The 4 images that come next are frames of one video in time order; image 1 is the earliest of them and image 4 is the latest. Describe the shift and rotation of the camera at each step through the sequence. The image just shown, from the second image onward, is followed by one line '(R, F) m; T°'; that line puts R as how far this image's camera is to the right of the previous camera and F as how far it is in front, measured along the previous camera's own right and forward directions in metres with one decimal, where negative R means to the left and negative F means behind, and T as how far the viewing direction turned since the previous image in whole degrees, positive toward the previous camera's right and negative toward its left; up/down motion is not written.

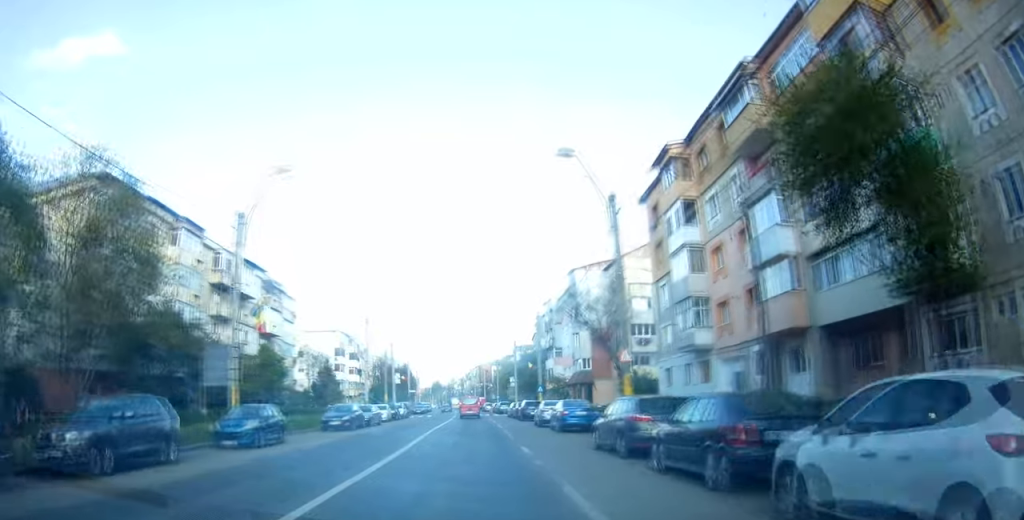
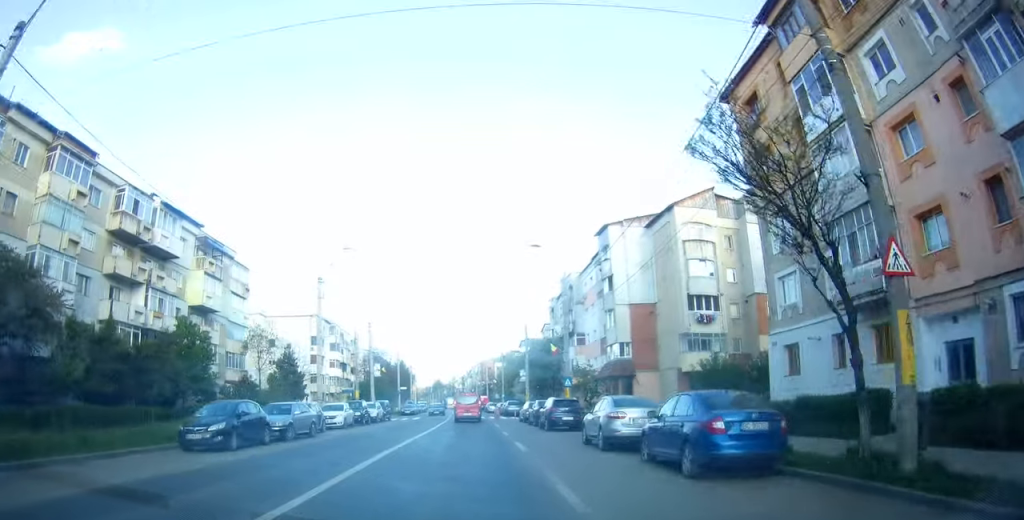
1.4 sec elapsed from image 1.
(+0.6, +16.8) m; +2°
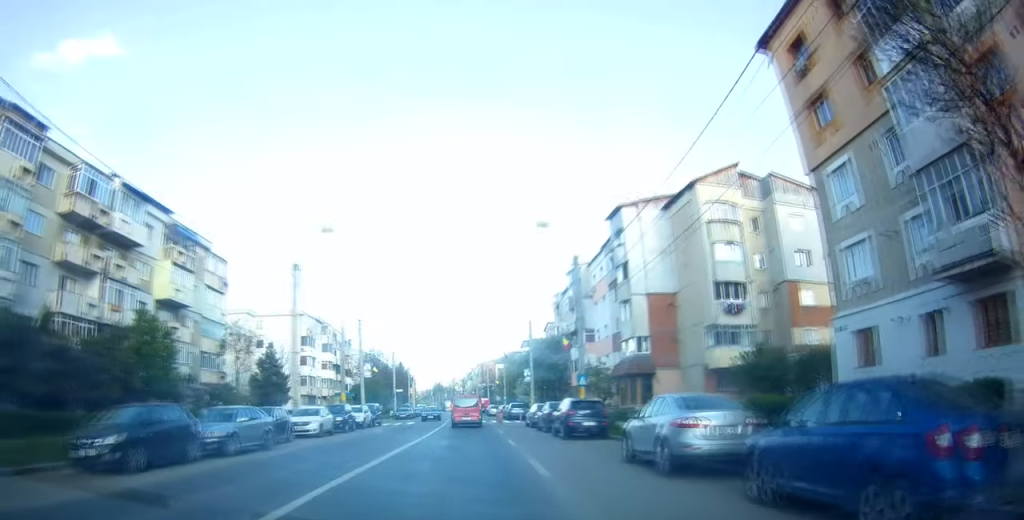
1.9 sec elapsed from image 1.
(-0.1, +5.9) m; 0°
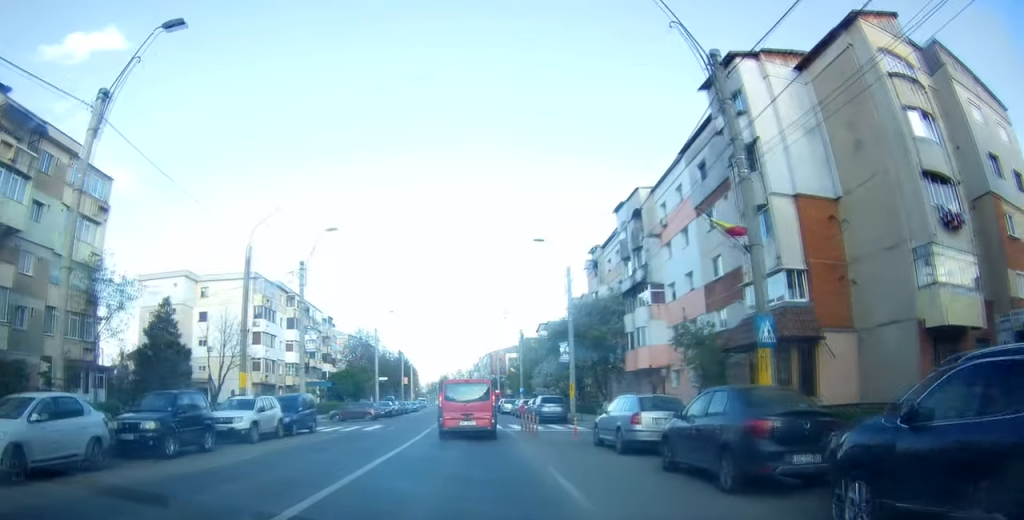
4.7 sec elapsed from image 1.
(-0.2, +27.3) m; -7°
